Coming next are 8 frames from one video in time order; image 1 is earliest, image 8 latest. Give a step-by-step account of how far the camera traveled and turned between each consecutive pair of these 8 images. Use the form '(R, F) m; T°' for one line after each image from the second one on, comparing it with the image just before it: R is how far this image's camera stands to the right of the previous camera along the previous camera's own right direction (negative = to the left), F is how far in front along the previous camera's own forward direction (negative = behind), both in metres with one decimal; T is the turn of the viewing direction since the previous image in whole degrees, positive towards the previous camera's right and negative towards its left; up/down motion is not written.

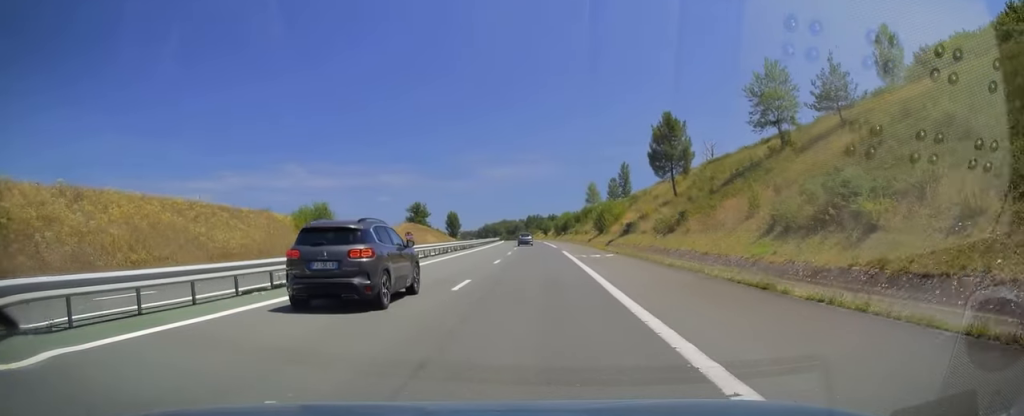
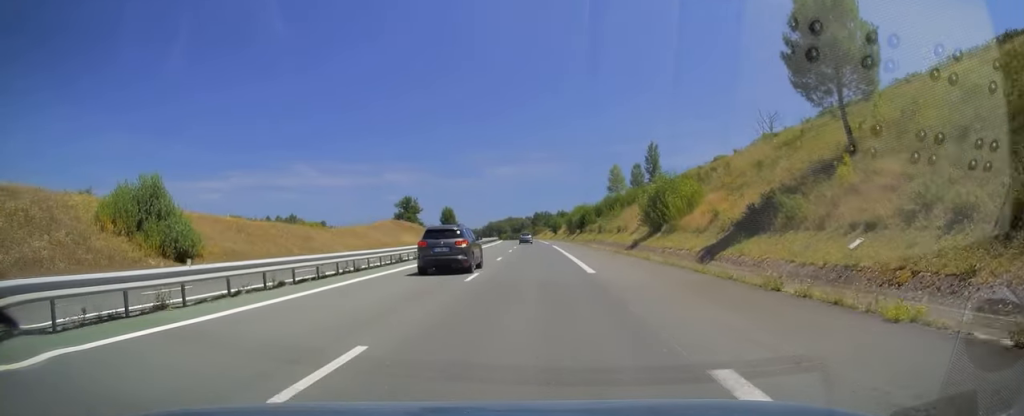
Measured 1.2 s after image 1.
(-0.4, +36.6) m; -1°
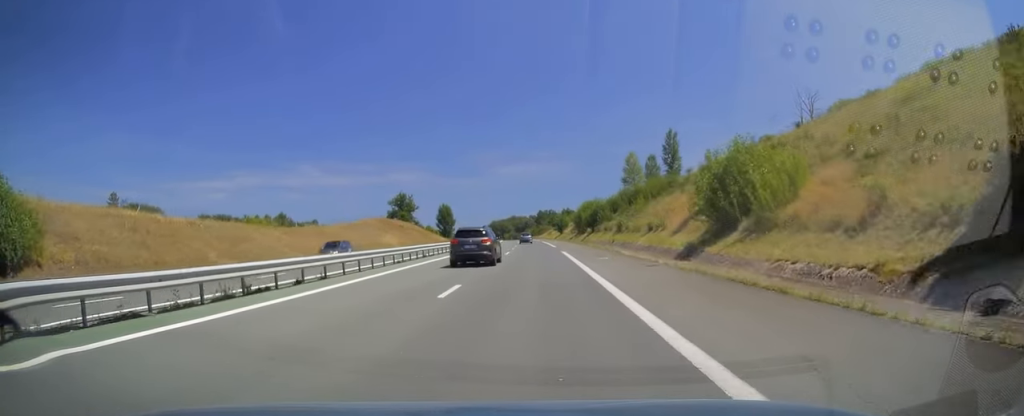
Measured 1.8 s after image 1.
(0.0, +17.3) m; 0°
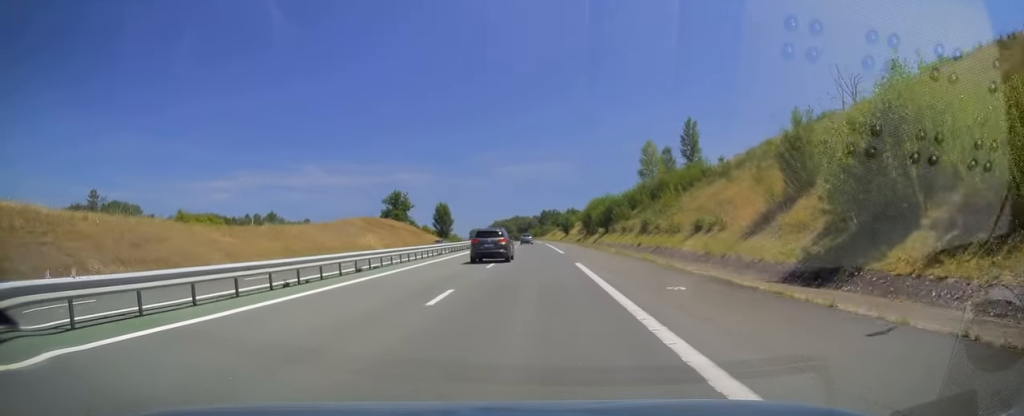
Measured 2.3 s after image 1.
(0.0, +14.3) m; 0°
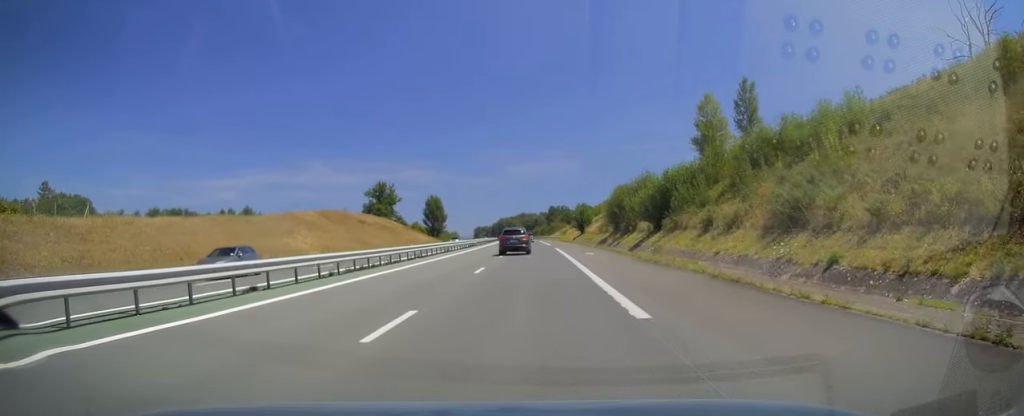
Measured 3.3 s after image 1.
(-0.1, +30.2) m; -1°
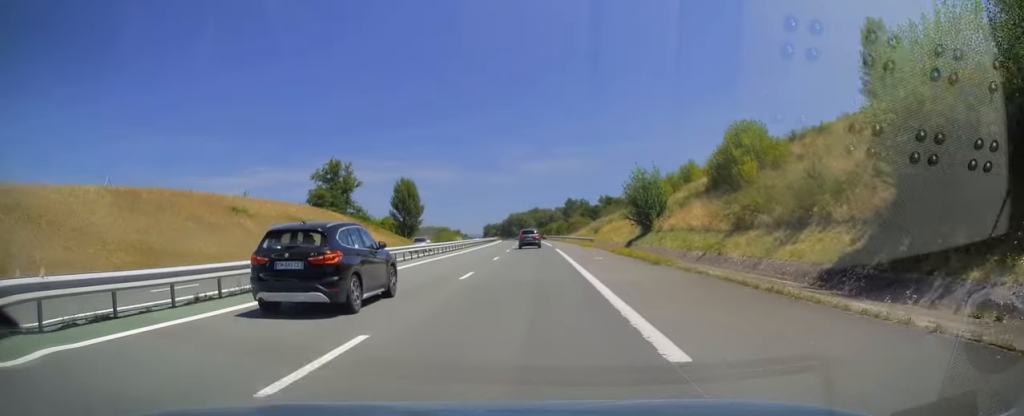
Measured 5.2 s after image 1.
(-0.9, +55.0) m; -1°
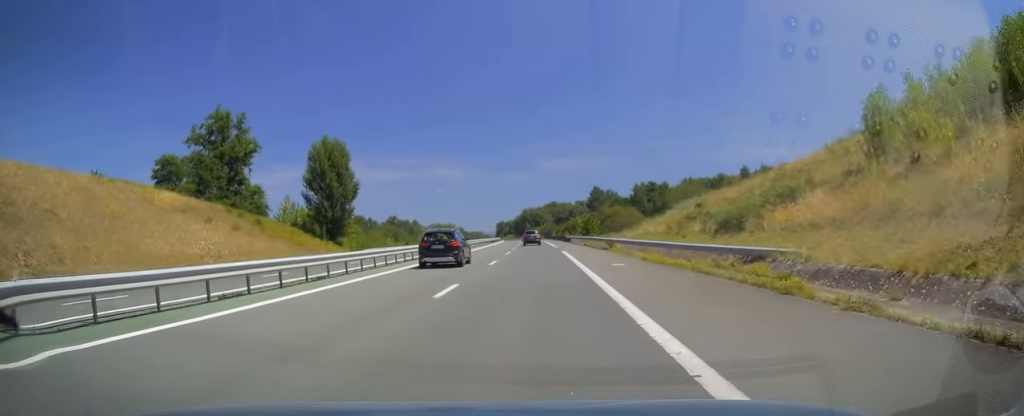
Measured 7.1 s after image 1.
(-0.5, +56.8) m; -1°
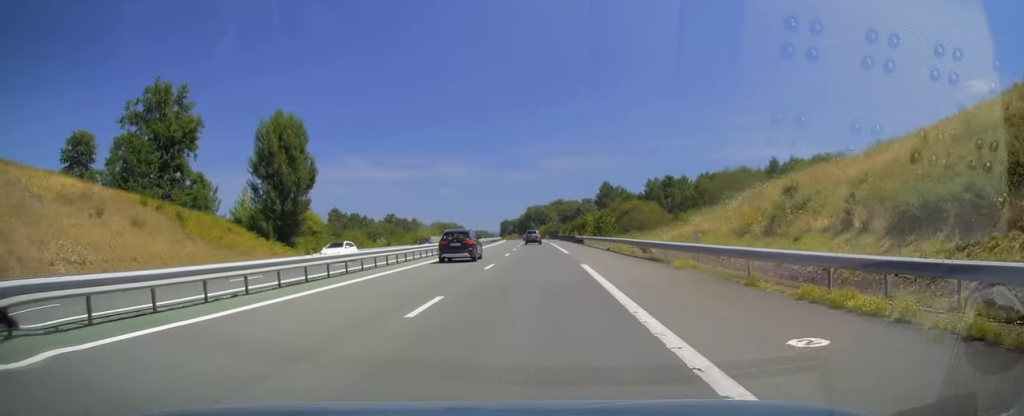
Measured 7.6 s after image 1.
(-0.1, +16.3) m; -1°
